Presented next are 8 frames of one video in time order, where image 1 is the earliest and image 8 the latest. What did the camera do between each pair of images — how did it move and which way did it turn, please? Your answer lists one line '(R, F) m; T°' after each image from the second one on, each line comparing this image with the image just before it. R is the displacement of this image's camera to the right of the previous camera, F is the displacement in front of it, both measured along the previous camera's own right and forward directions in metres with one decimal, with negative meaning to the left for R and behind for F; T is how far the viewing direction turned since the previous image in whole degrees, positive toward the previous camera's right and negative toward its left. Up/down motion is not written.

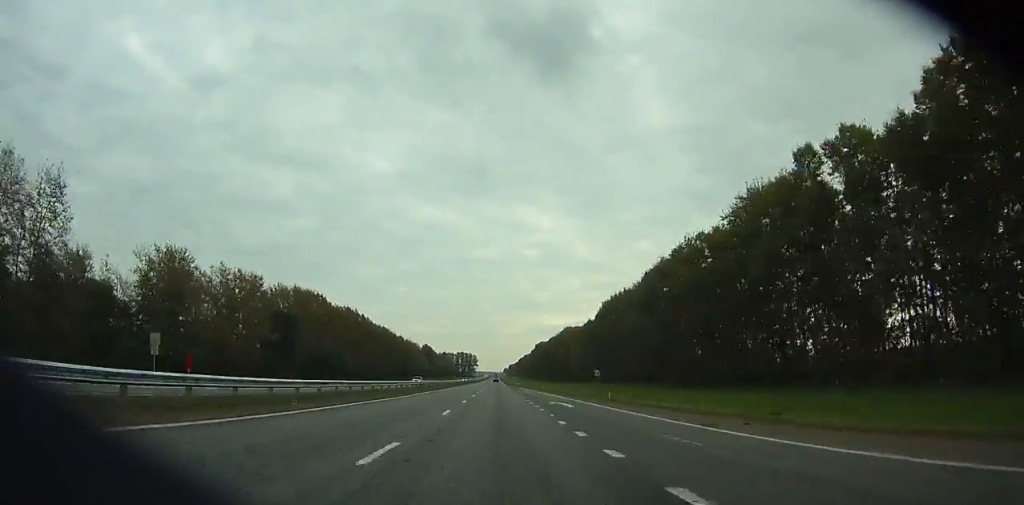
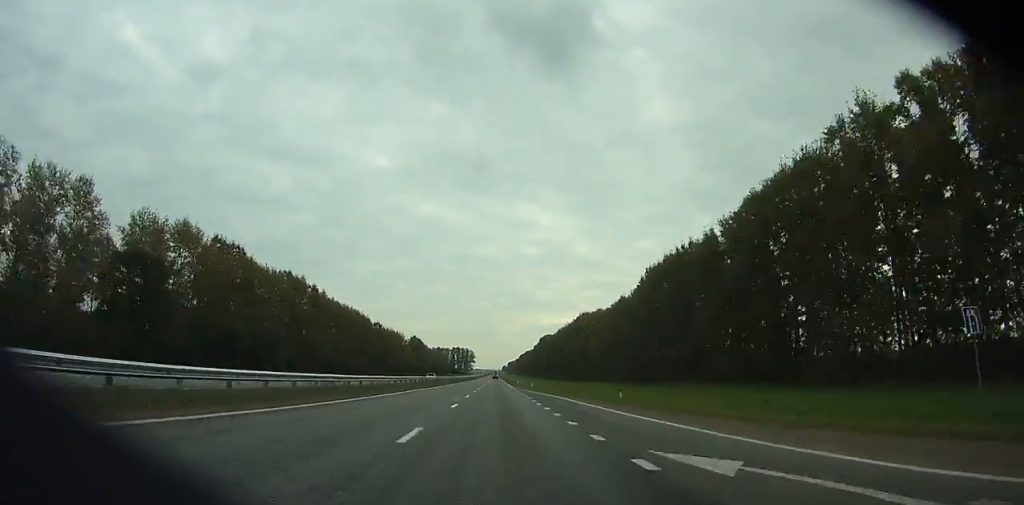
(-6.6, +56.6) m; +3°
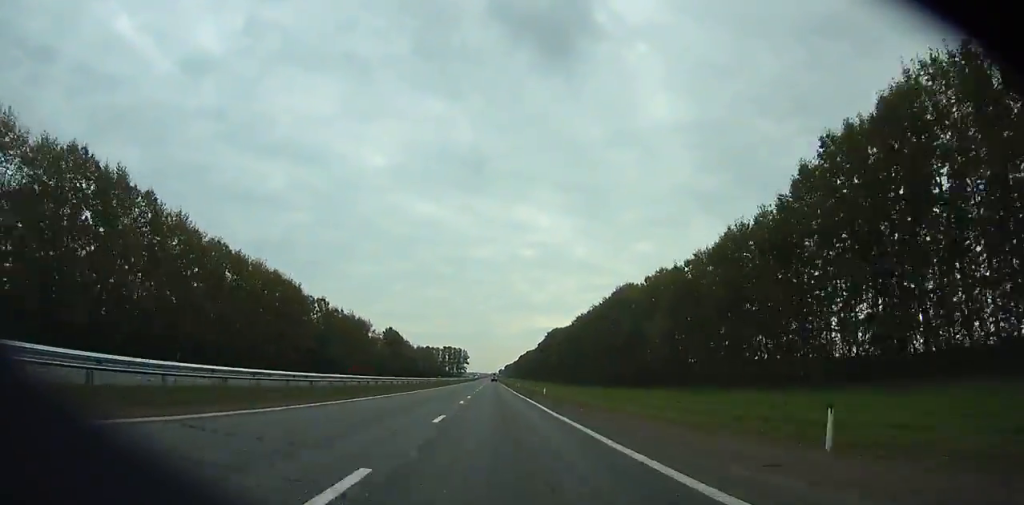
(+11.0, +75.3) m; -6°
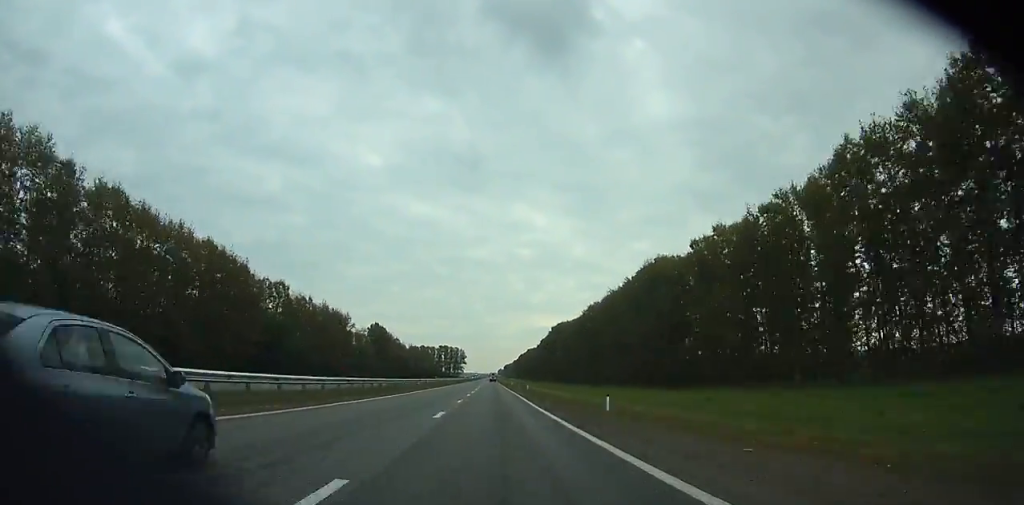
(-9.1, +32.9) m; -4°
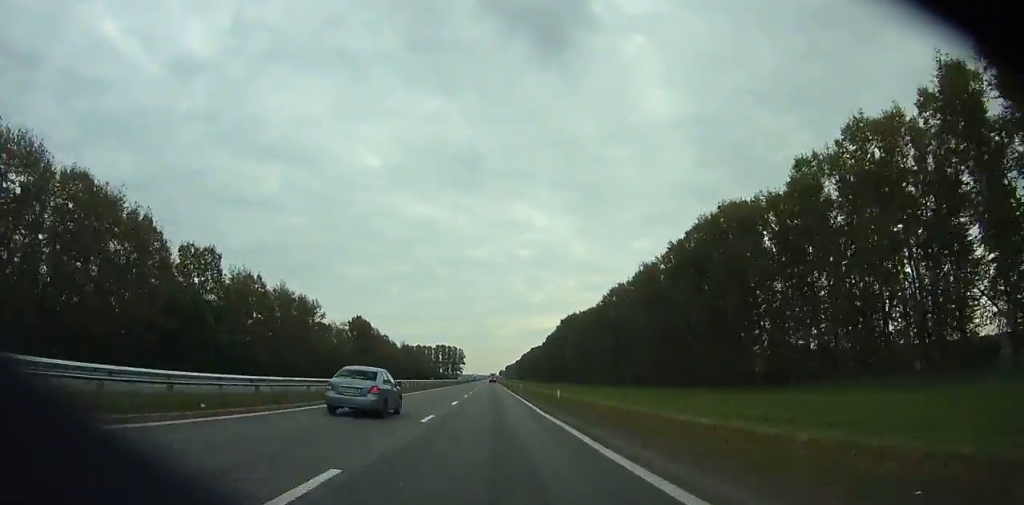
(-5.7, +38.7) m; -3°
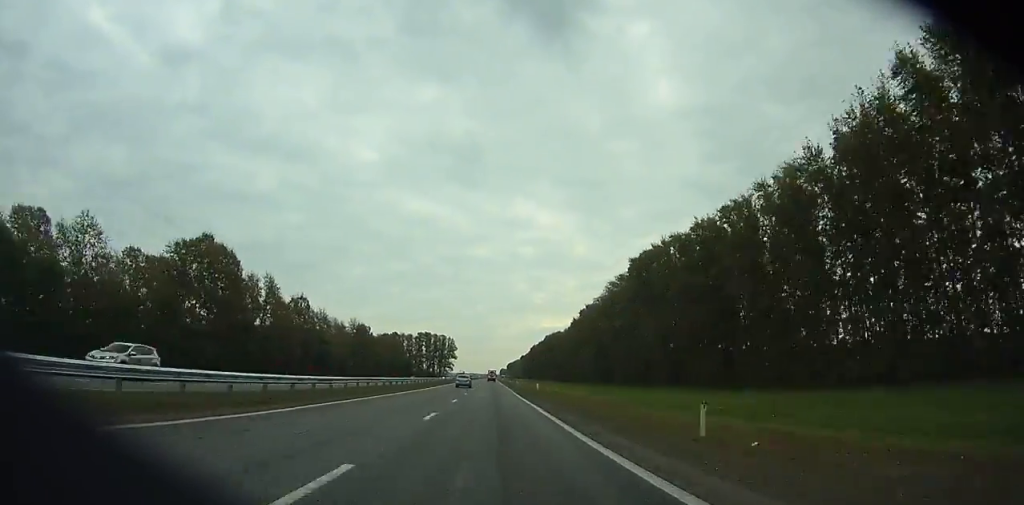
(+18.0, +133.8) m; +8°
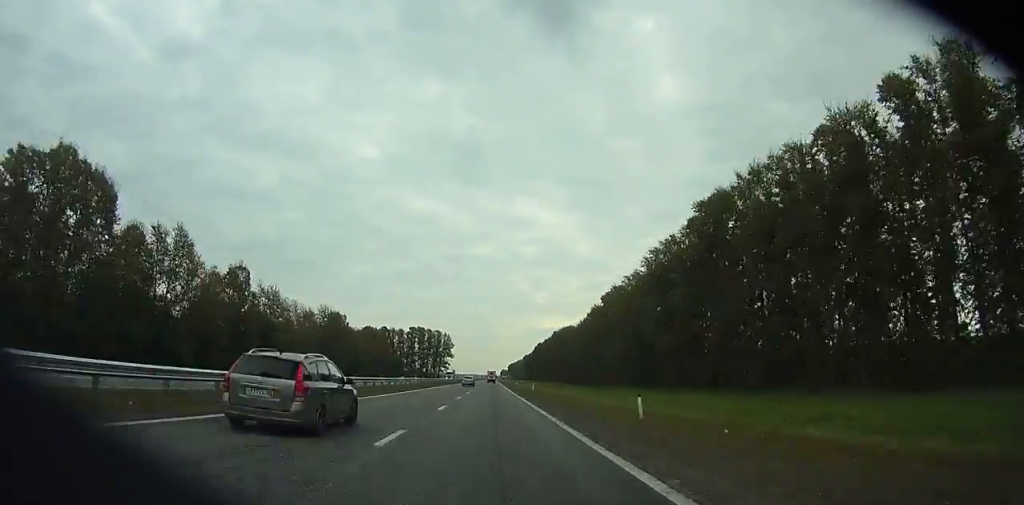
(0.0, +43.5) m; 0°
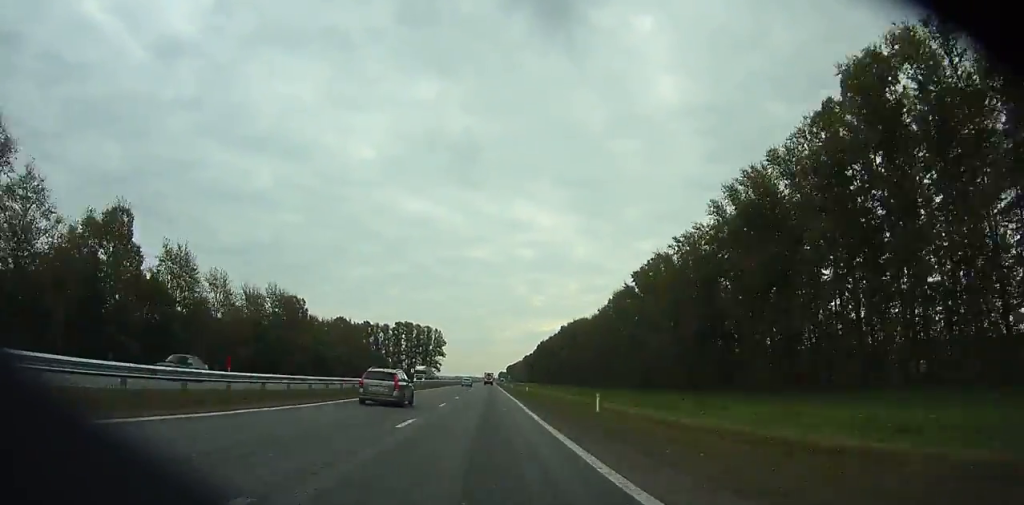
(-0.2, +43.3) m; 0°
